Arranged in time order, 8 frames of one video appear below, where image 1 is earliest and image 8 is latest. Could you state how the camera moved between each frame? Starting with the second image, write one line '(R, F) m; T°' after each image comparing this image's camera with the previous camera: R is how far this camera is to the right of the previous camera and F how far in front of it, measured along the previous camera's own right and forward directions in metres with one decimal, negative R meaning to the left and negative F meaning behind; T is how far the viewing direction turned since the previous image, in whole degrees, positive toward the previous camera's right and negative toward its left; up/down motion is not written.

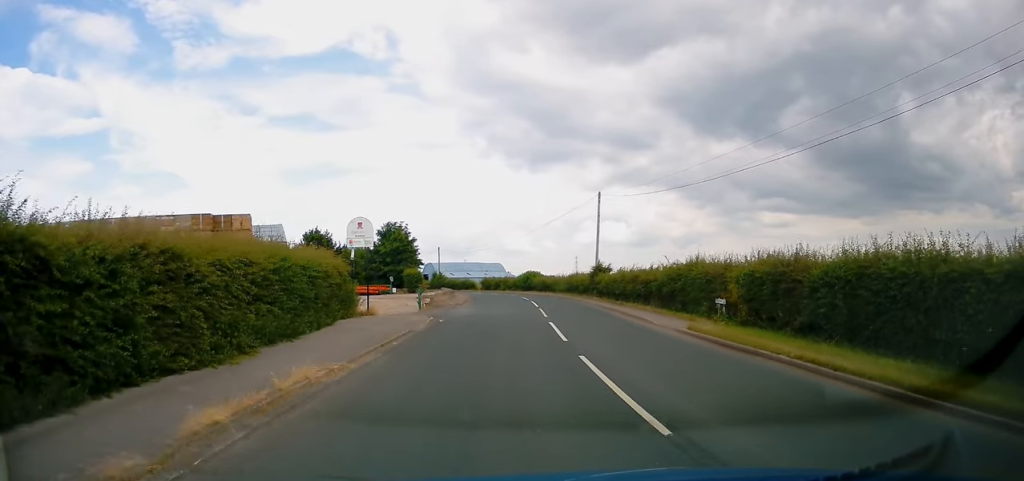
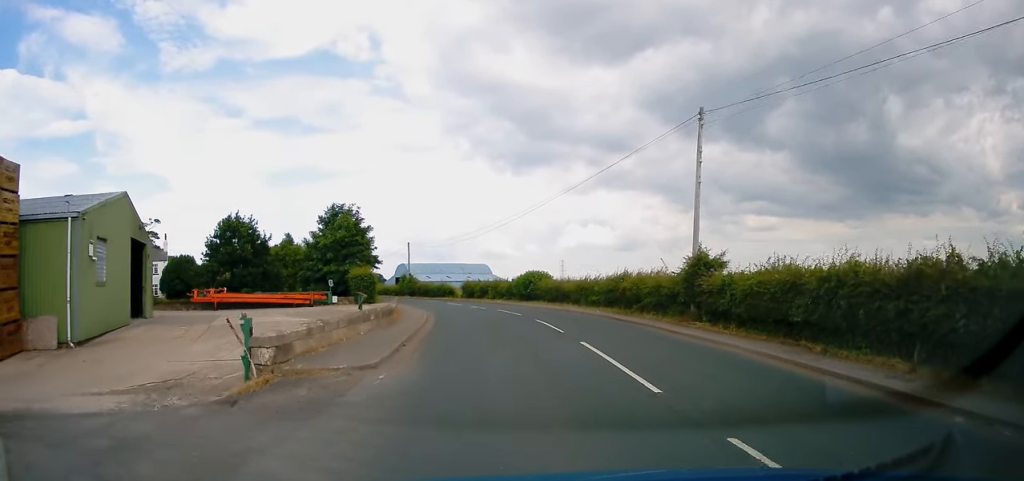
(0.0, +22.8) m; +1°
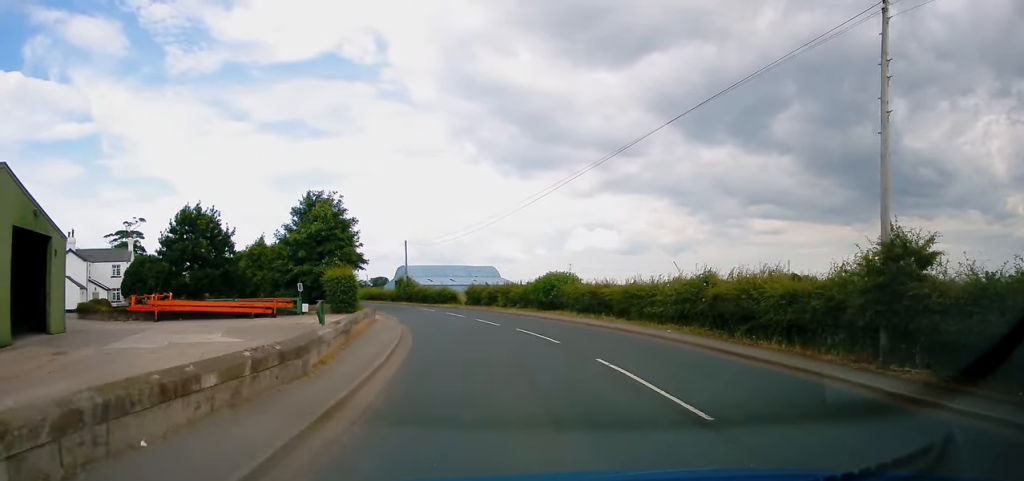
(+0.1, +10.4) m; -1°
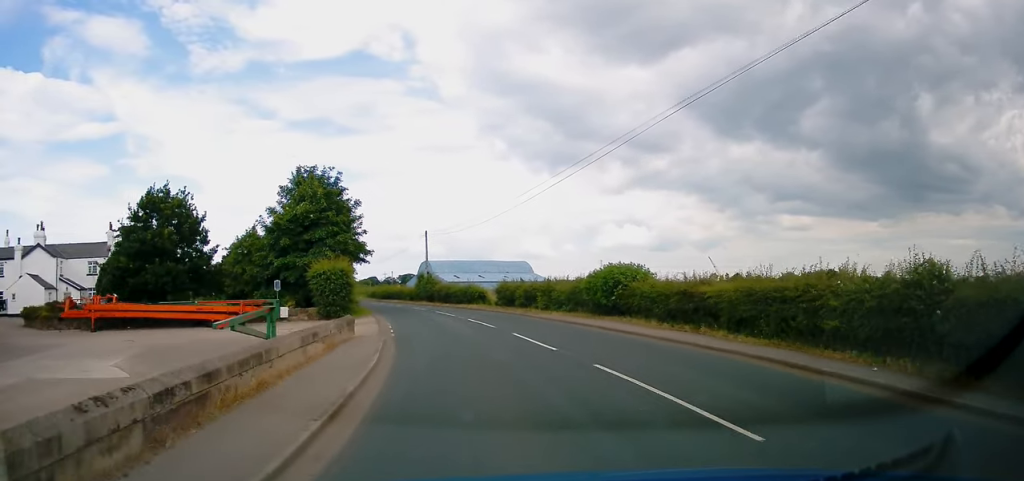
(+0.1, +9.8) m; -3°
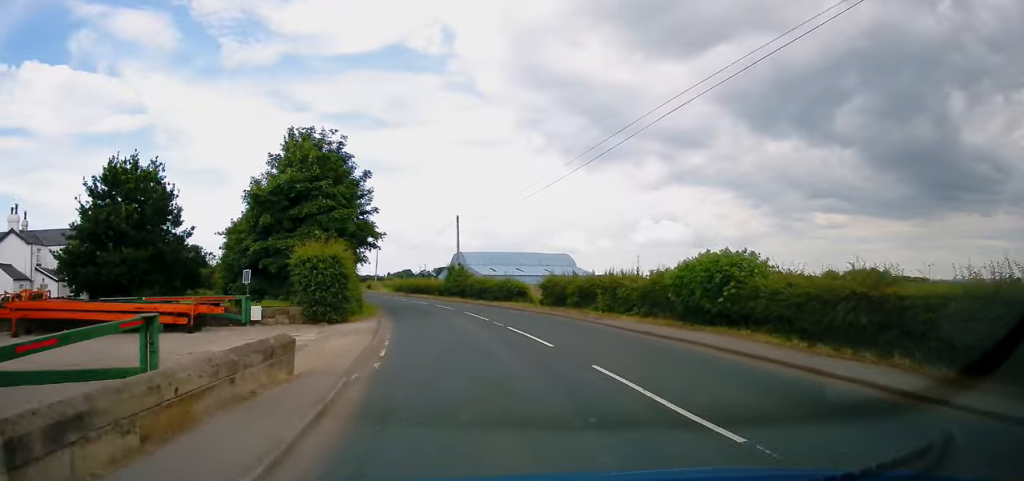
(-0.3, +8.4) m; -5°
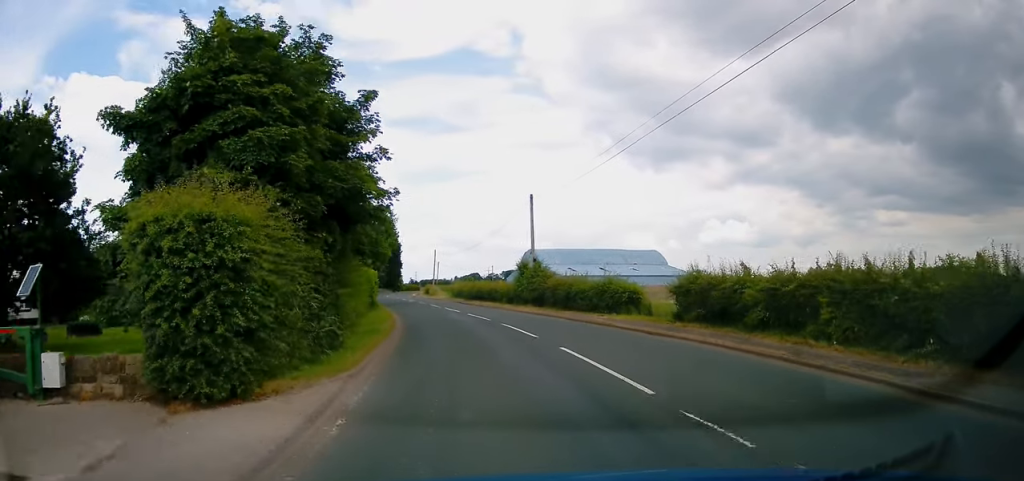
(-0.9, +14.5) m; -6°
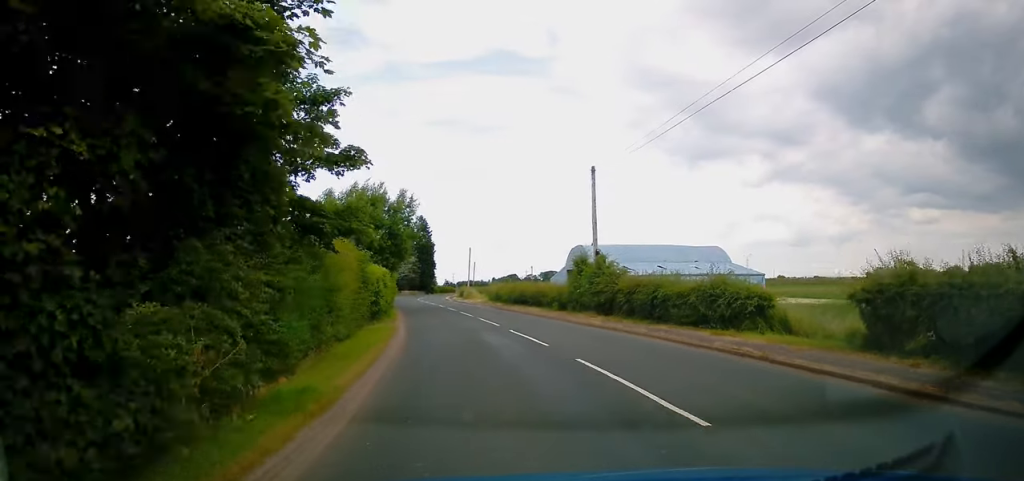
(-0.3, +10.1) m; -4°
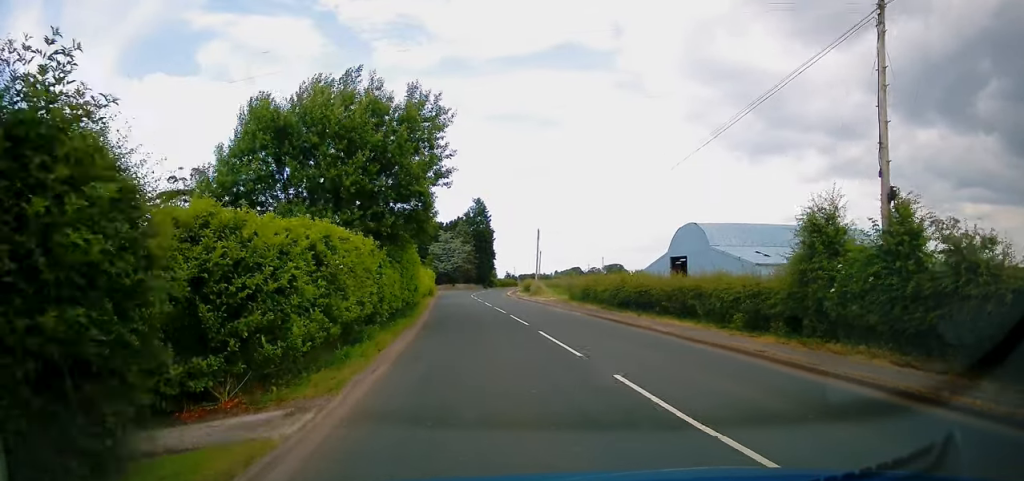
(-1.3, +19.7) m; -5°
